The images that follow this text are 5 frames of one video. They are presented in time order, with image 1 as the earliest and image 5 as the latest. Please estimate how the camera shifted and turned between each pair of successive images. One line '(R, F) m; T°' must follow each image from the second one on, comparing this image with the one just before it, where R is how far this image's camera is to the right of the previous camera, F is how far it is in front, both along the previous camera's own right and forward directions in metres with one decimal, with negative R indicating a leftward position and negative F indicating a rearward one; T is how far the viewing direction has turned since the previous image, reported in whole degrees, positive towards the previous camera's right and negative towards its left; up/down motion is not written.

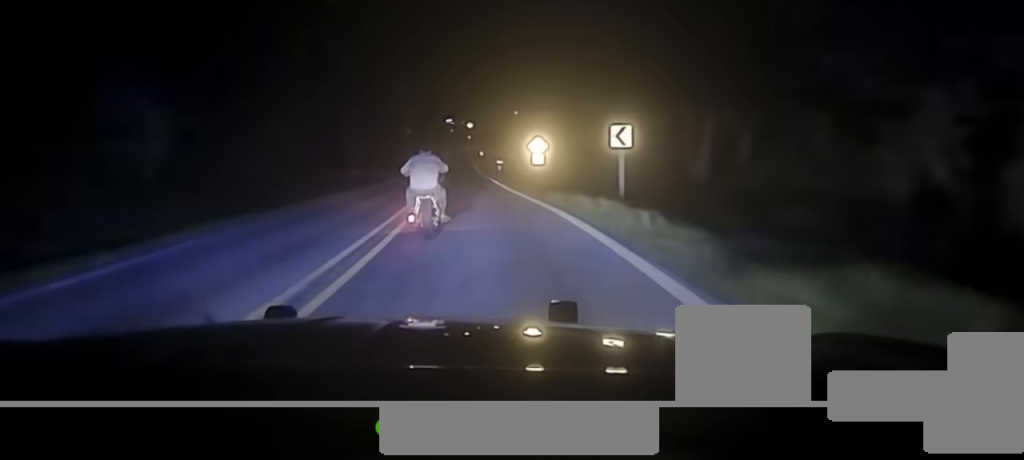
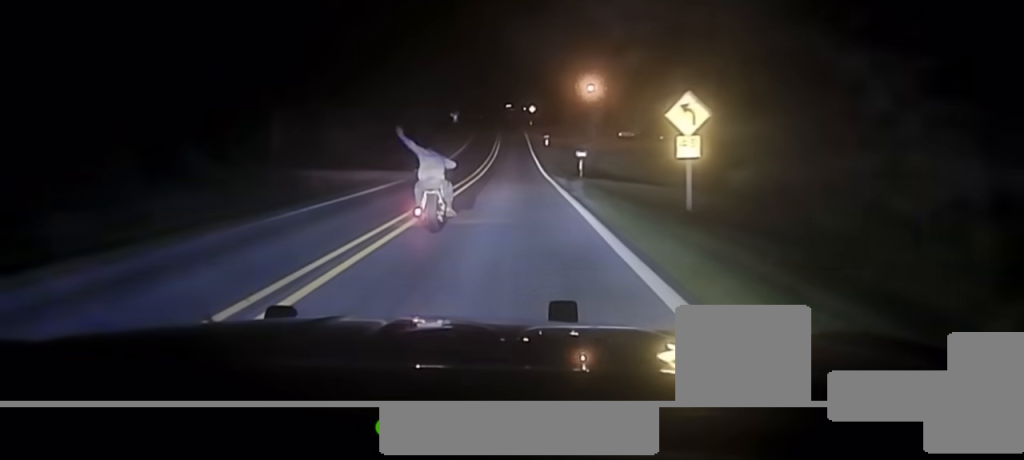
(-1.5, +39.6) m; -3°
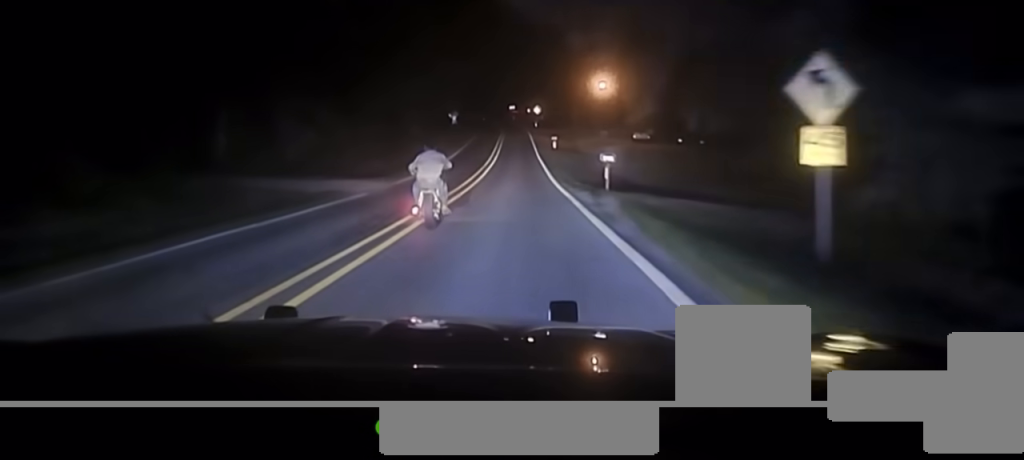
(+0.1, +11.8) m; 0°
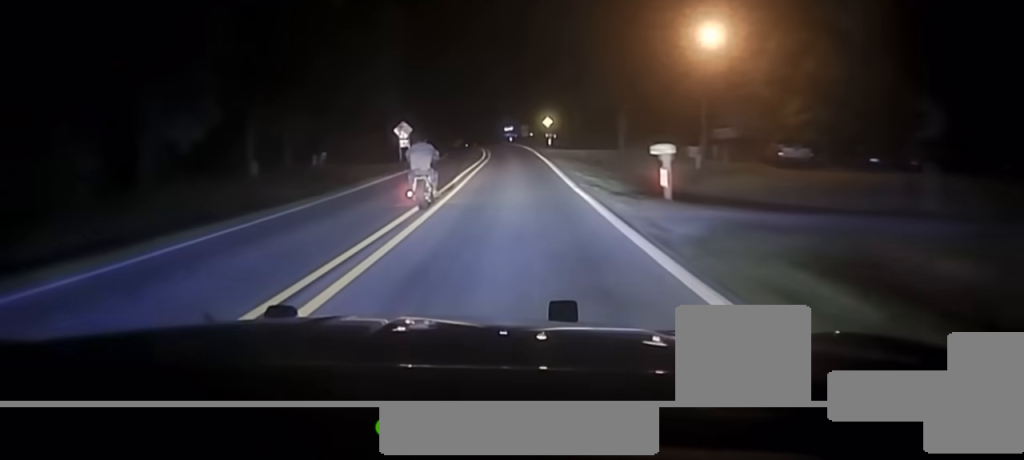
(+0.2, +56.2) m; +1°
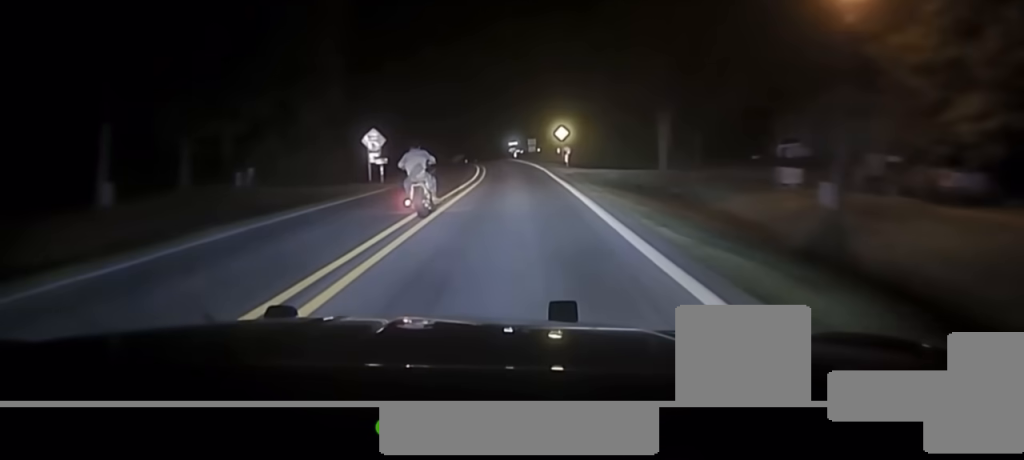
(+0.1, +20.2) m; 0°
